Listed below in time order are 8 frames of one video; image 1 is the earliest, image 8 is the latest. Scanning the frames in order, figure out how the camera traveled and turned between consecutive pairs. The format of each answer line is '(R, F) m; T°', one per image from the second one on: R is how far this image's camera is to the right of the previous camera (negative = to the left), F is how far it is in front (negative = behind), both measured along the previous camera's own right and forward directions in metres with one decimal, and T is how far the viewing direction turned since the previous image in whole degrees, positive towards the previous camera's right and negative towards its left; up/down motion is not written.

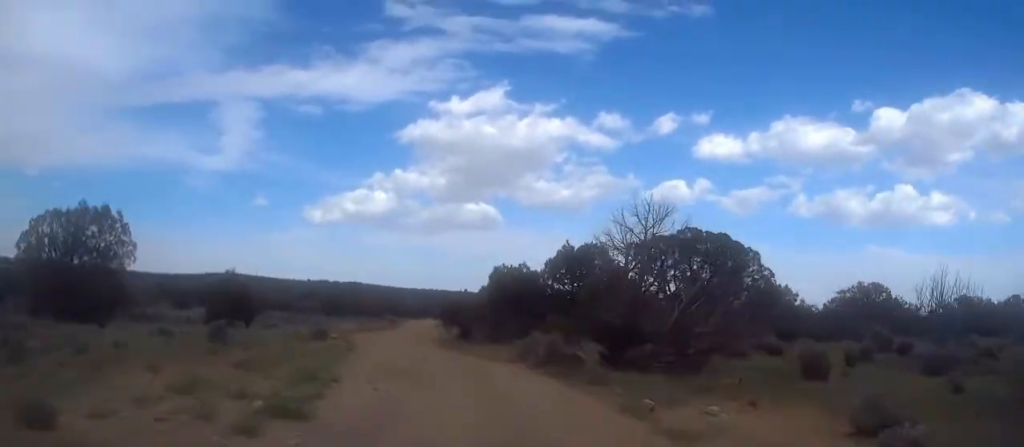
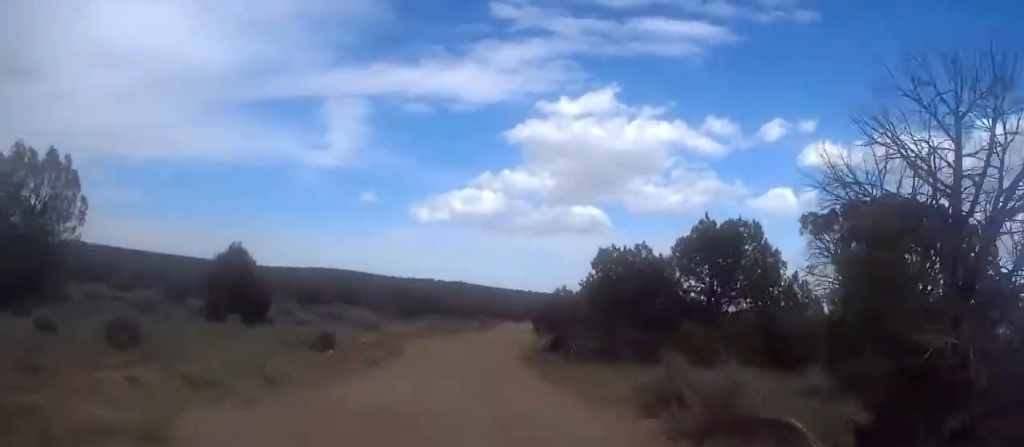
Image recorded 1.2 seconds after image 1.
(-1.3, +11.0) m; -8°
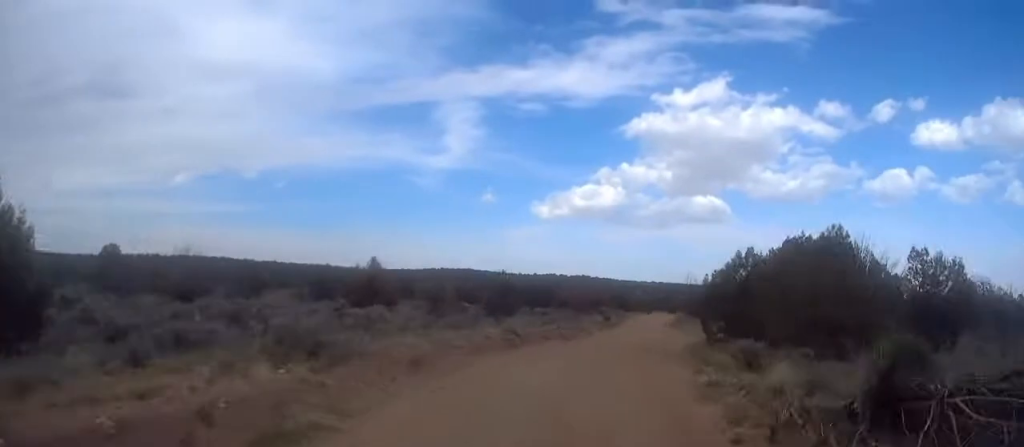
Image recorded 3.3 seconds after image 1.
(-2.3, +20.4) m; -10°
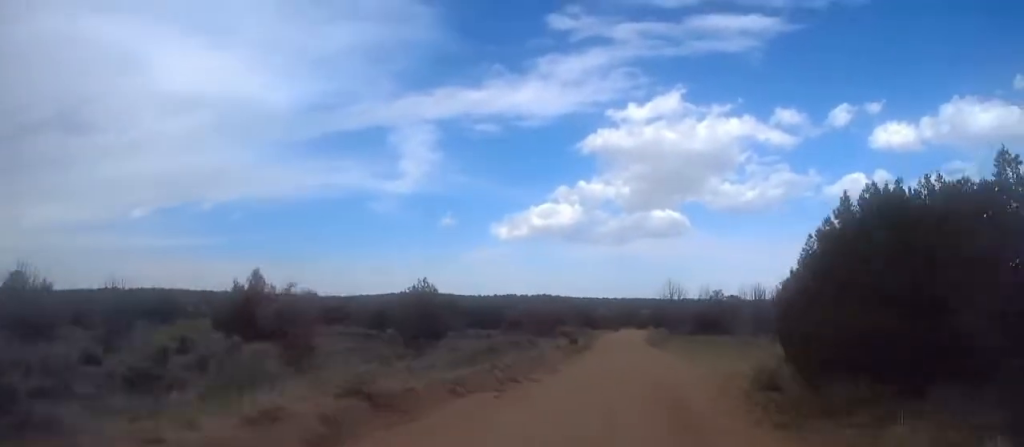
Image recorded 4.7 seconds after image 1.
(-0.6, +13.9) m; -2°
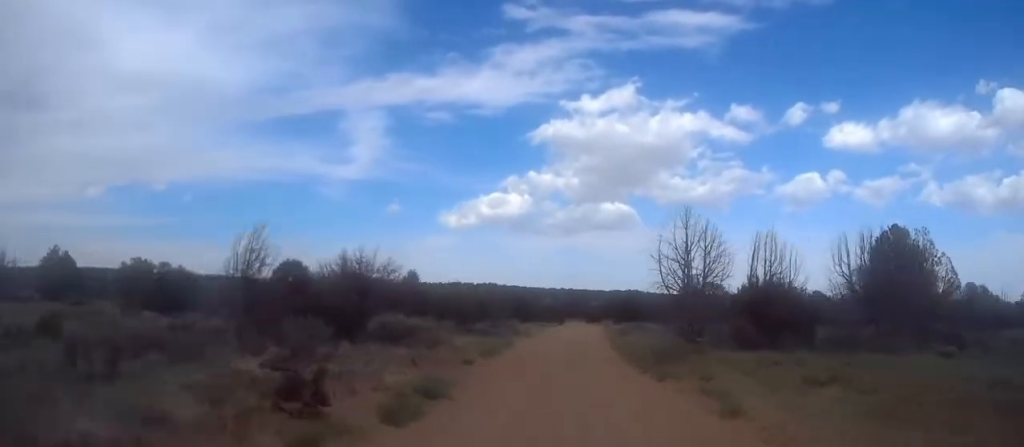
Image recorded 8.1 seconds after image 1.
(+1.0, +33.3) m; +6°
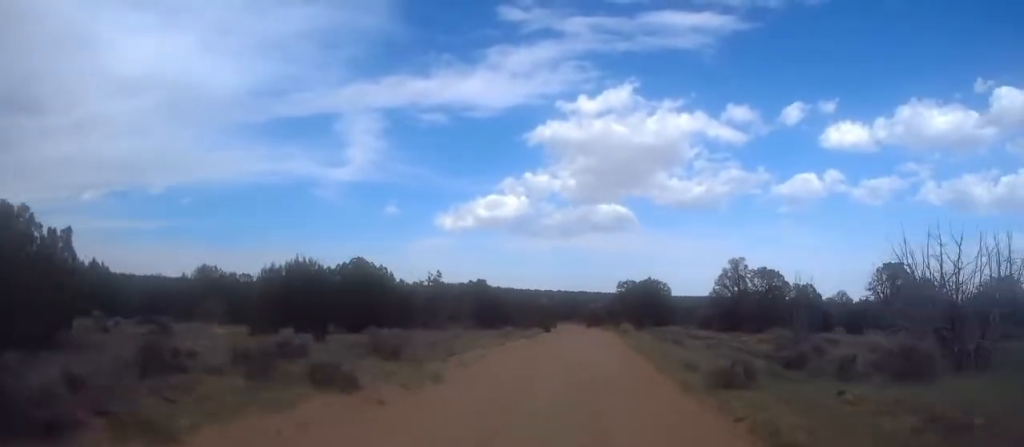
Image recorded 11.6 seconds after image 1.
(+0.8, +35.5) m; +2°
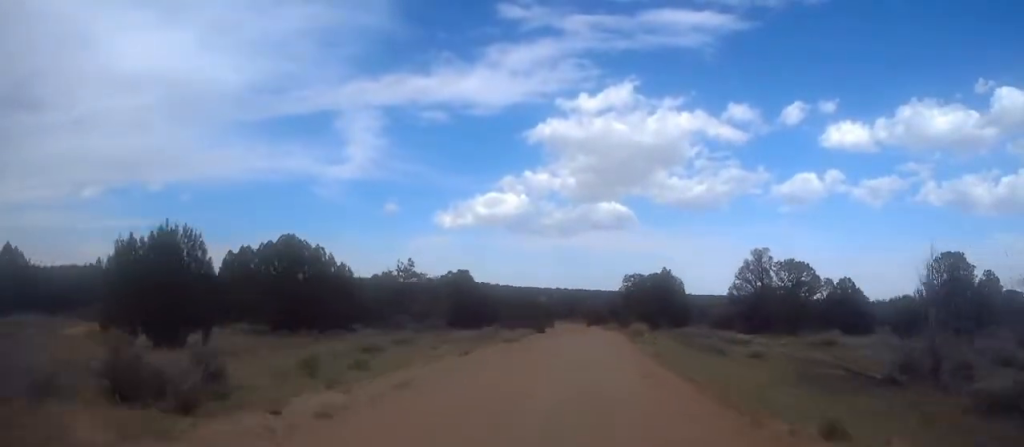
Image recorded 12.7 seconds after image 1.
(+0.1, +10.6) m; 0°
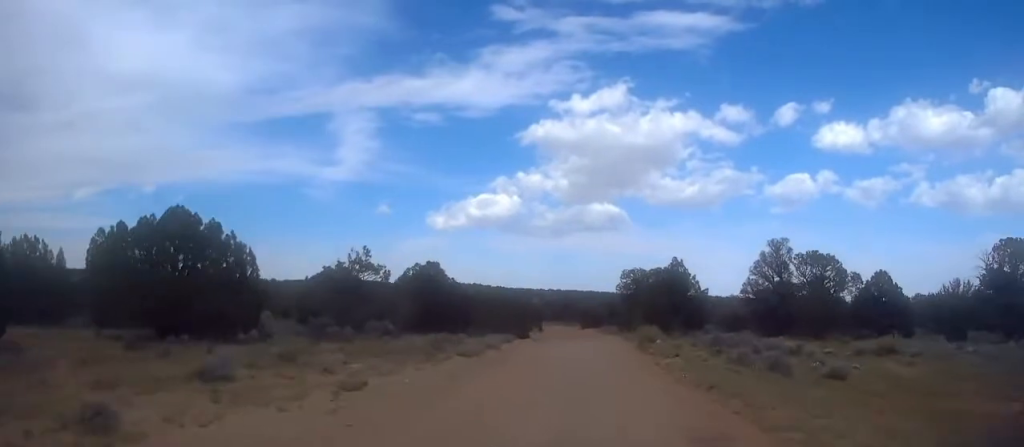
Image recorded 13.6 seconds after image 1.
(+0.1, +9.3) m; 0°
